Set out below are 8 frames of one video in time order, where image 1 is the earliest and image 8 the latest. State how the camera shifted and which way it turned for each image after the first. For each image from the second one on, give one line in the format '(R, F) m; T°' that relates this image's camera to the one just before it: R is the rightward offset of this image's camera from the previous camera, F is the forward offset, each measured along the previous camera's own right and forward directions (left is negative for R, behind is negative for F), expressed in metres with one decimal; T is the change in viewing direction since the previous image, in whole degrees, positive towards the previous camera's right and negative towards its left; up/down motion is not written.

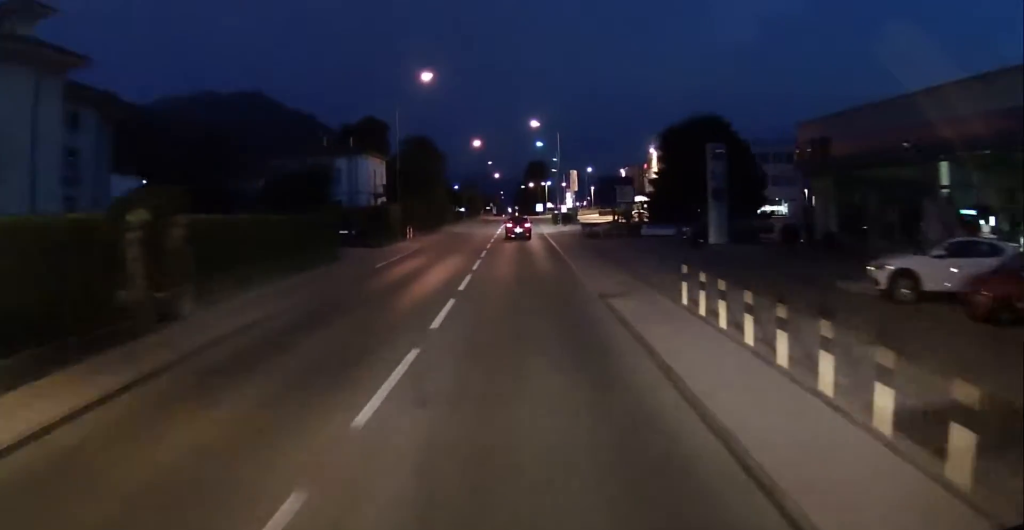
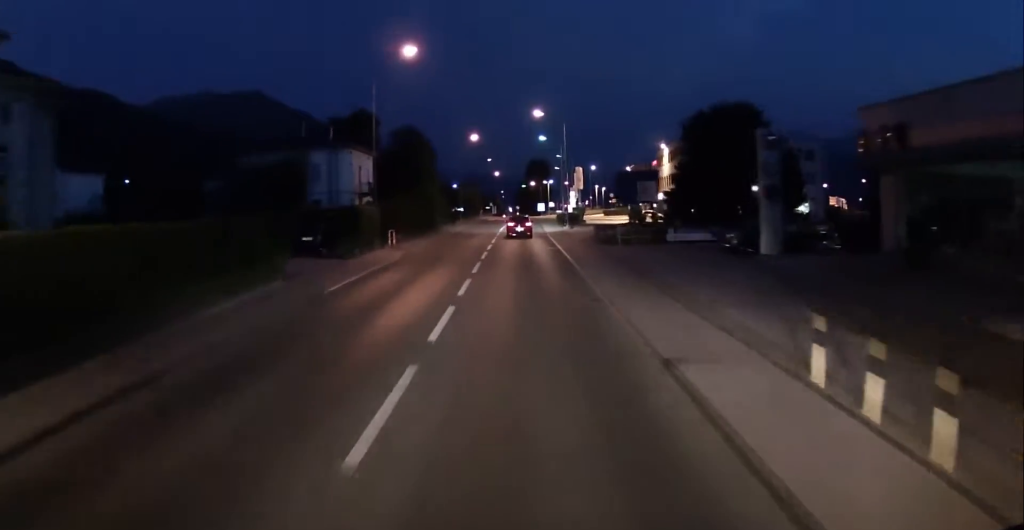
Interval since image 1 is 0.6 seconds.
(+0.2, +7.2) m; +1°
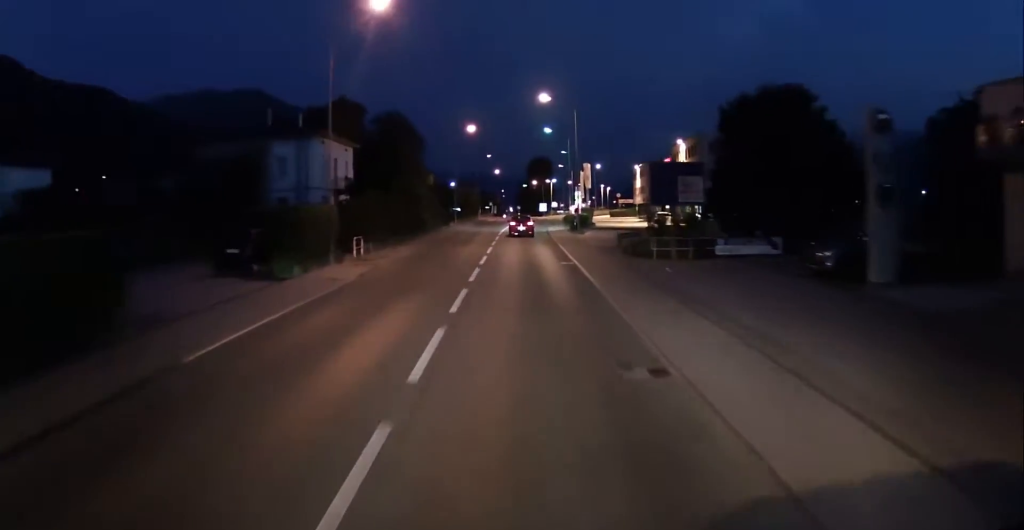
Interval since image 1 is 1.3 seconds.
(0.0, +8.7) m; -1°
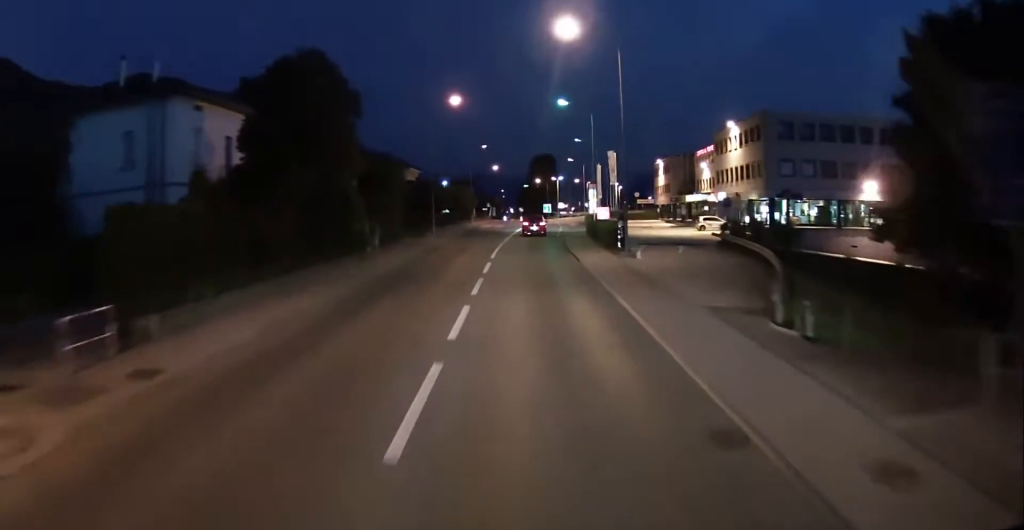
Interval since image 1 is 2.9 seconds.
(-0.8, +20.2) m; -3°
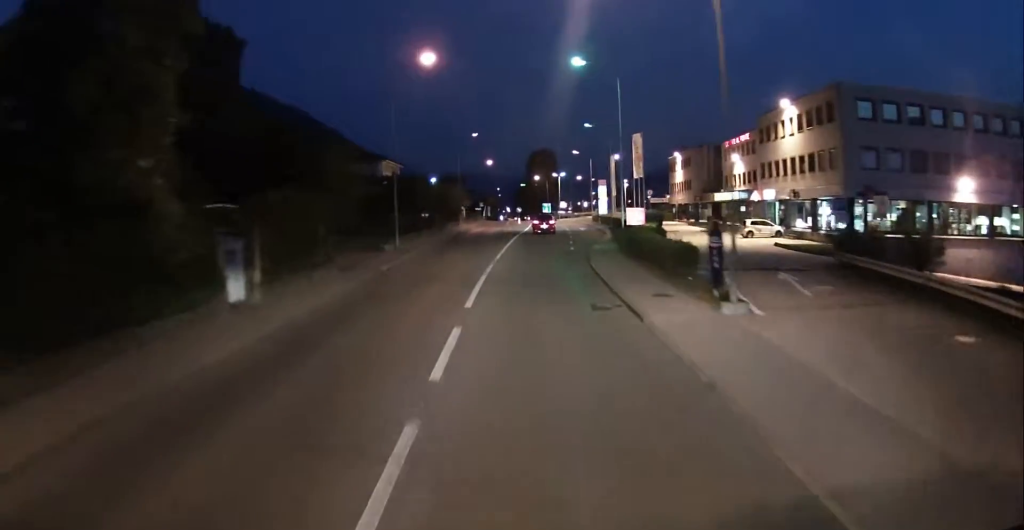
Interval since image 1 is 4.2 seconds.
(+0.4, +14.6) m; +2°
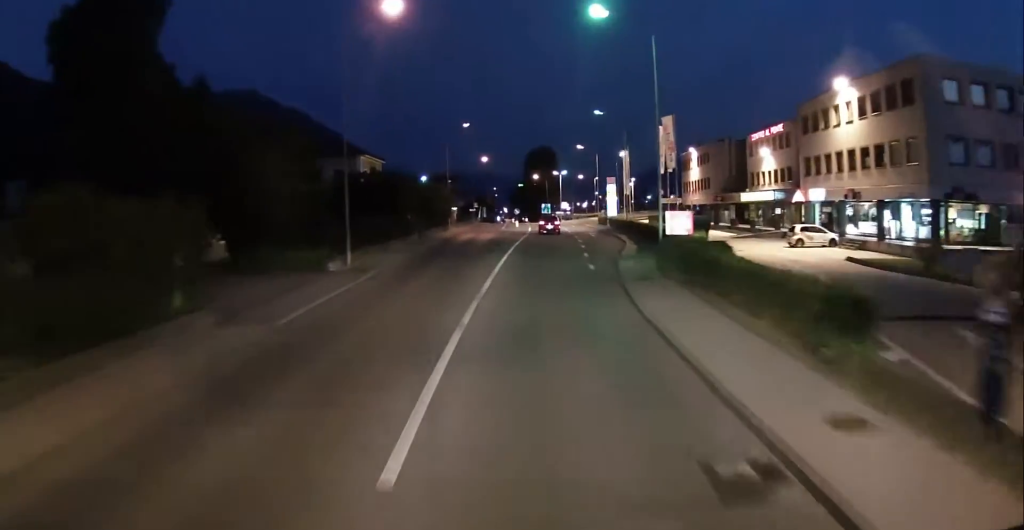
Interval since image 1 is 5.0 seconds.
(0.0, +10.1) m; 0°
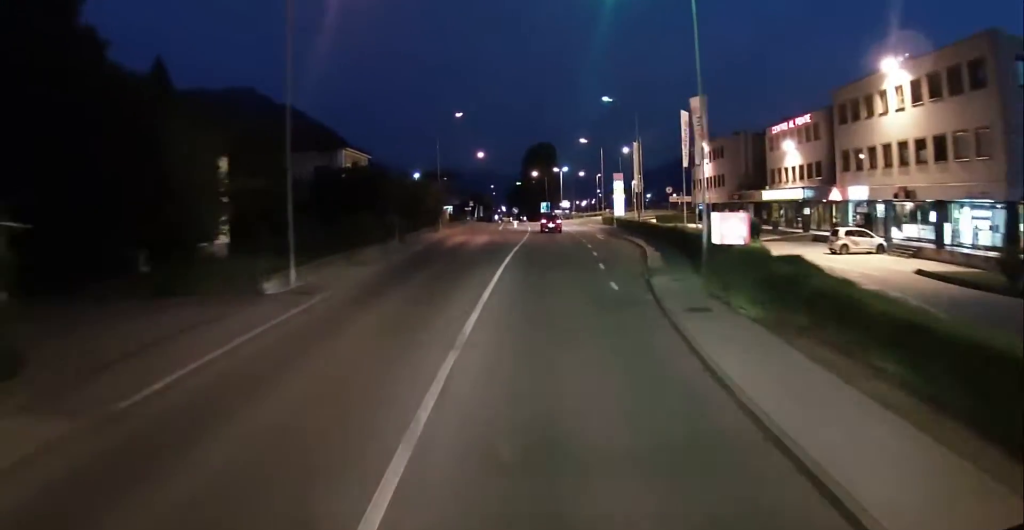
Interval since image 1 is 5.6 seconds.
(-0.3, +6.5) m; 0°
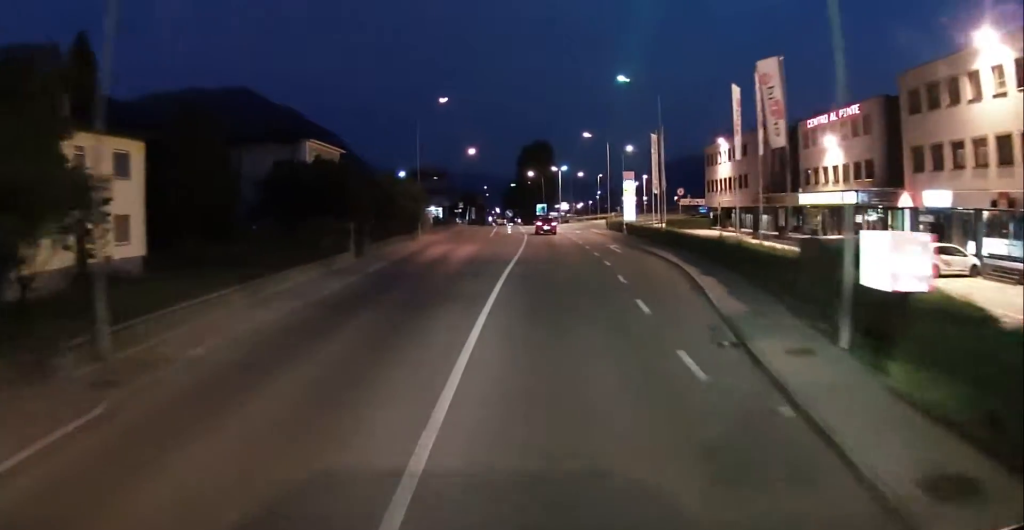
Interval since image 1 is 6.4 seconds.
(+0.4, +9.5) m; 0°
